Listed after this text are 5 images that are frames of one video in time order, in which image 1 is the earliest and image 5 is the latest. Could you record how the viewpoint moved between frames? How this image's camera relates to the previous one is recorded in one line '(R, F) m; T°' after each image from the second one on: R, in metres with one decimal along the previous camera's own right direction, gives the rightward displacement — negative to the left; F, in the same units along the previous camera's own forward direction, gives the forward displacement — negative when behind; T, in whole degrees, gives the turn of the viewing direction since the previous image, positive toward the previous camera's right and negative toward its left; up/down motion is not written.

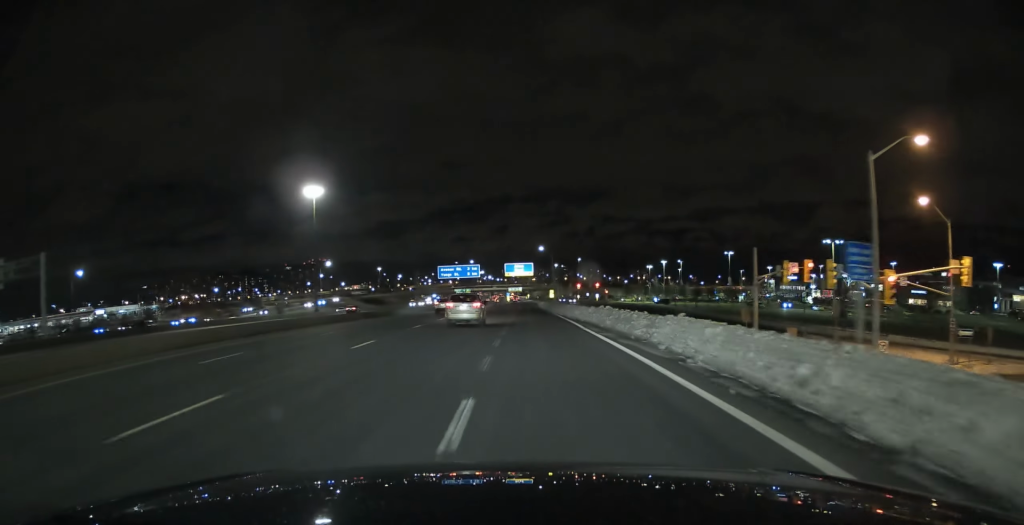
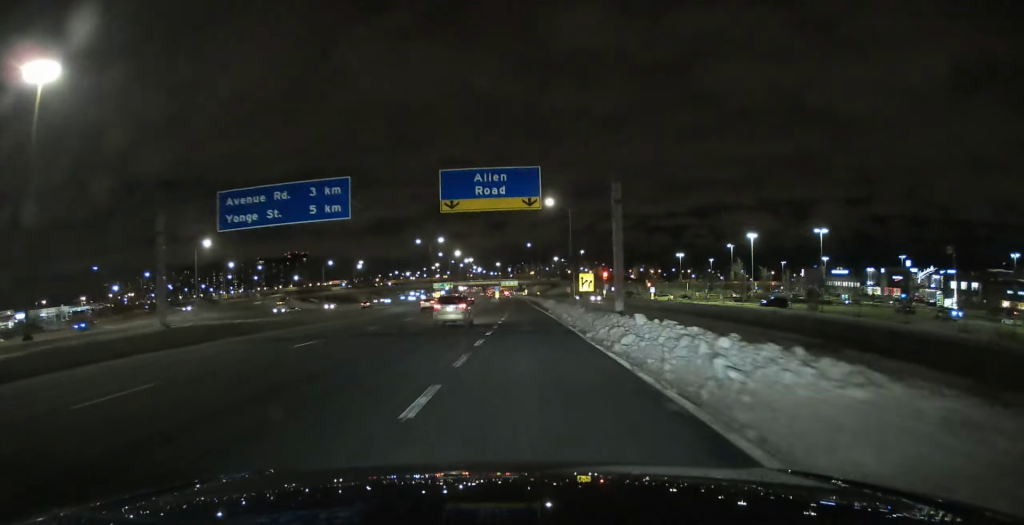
(0.0, +85.1) m; 0°
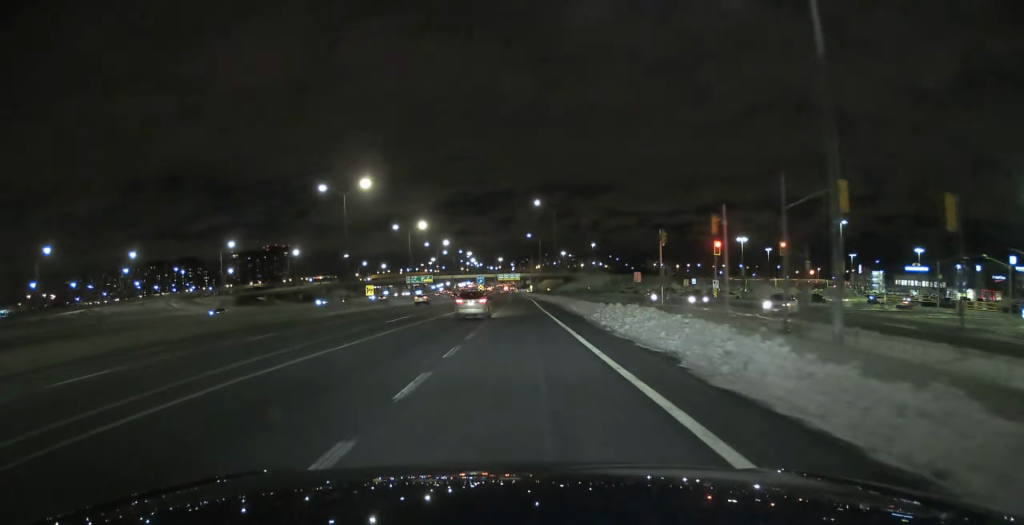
(+0.2, +84.8) m; 0°
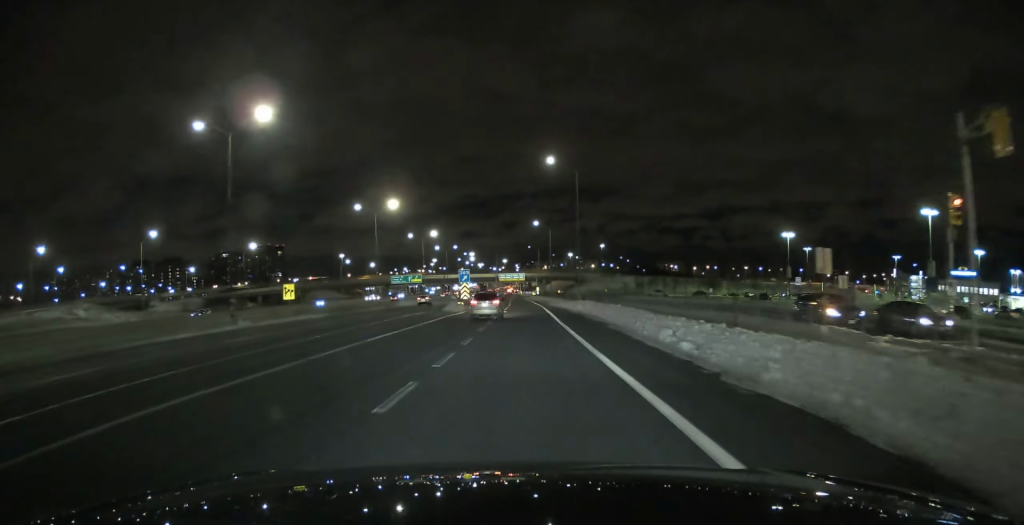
(-0.2, +37.4) m; 0°
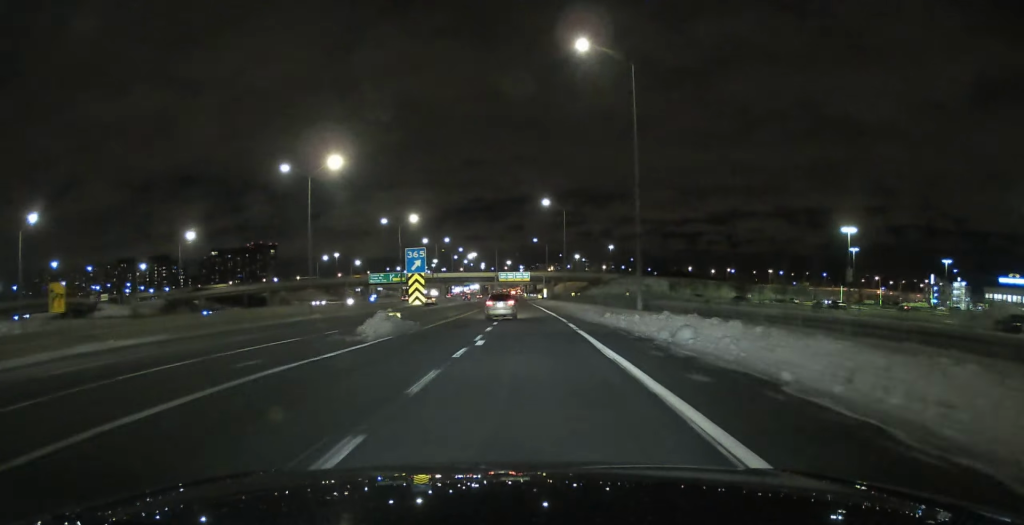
(-0.1, +35.7) m; 0°
